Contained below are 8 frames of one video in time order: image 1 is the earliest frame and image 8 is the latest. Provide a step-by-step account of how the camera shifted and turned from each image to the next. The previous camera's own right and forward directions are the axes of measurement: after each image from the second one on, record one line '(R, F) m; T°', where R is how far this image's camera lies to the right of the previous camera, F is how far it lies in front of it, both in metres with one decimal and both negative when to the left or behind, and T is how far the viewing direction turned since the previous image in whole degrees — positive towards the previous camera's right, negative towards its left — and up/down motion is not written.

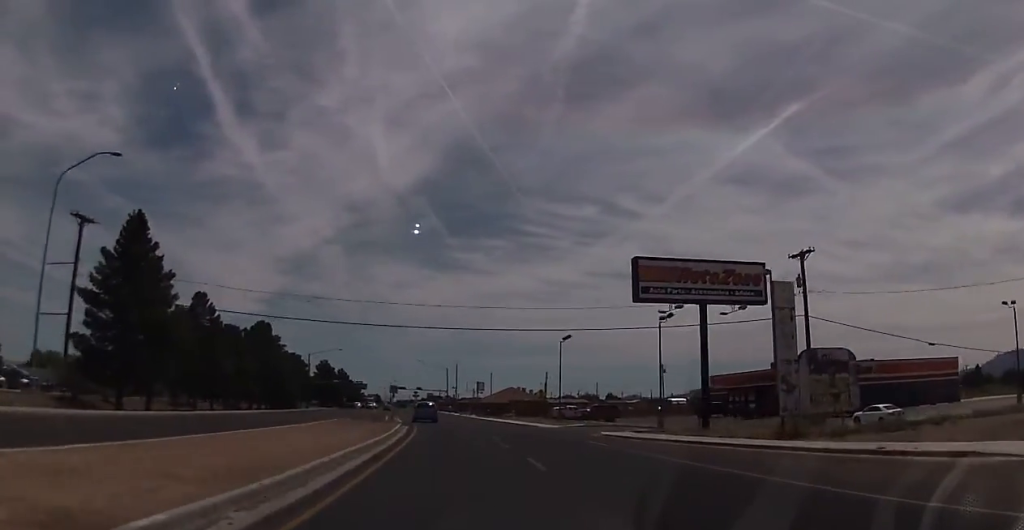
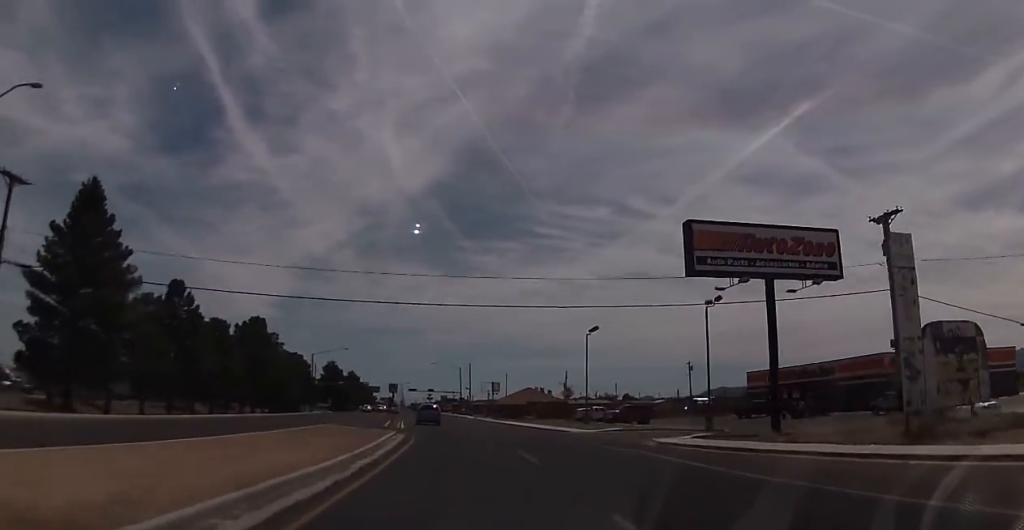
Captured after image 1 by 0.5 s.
(-0.1, +8.7) m; -1°
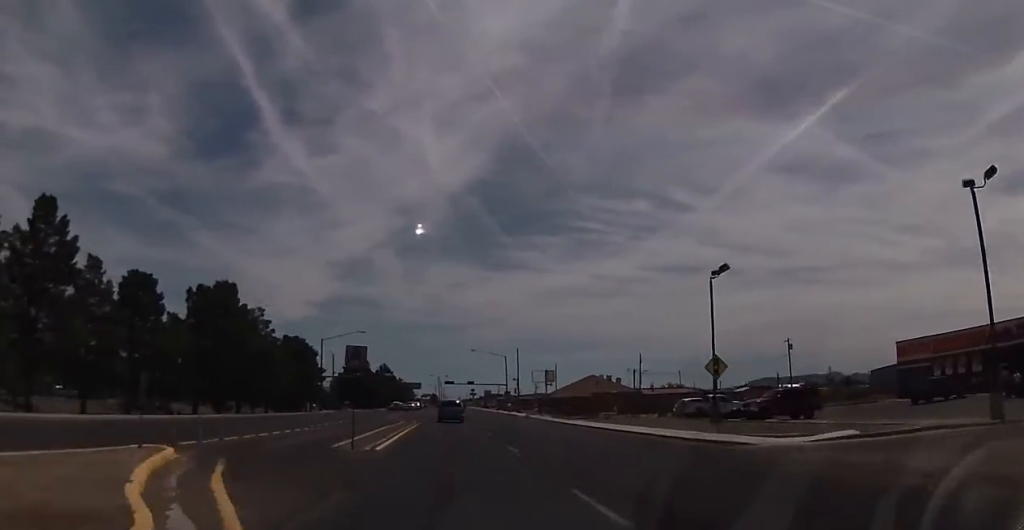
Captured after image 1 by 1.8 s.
(-0.5, +26.1) m; -3°
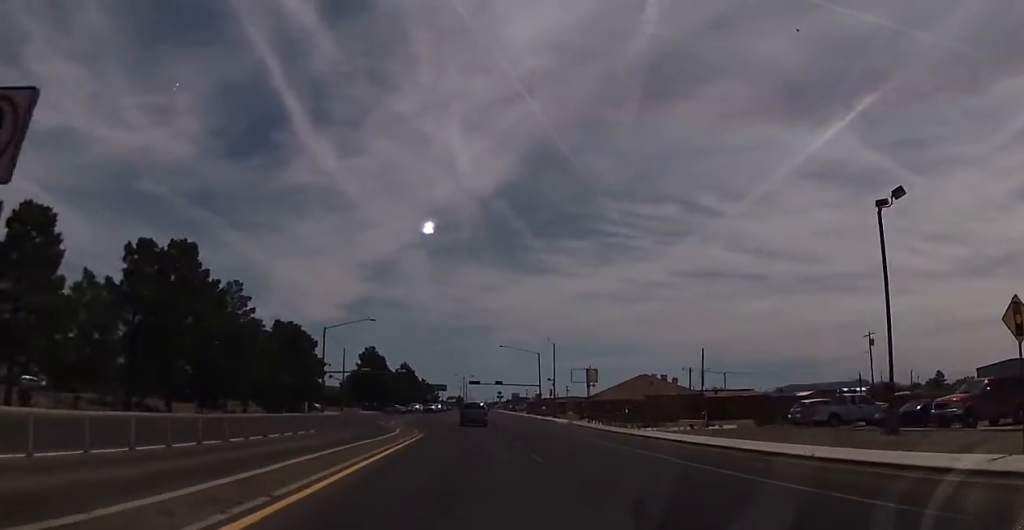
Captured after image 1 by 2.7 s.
(-0.4, +16.5) m; -2°
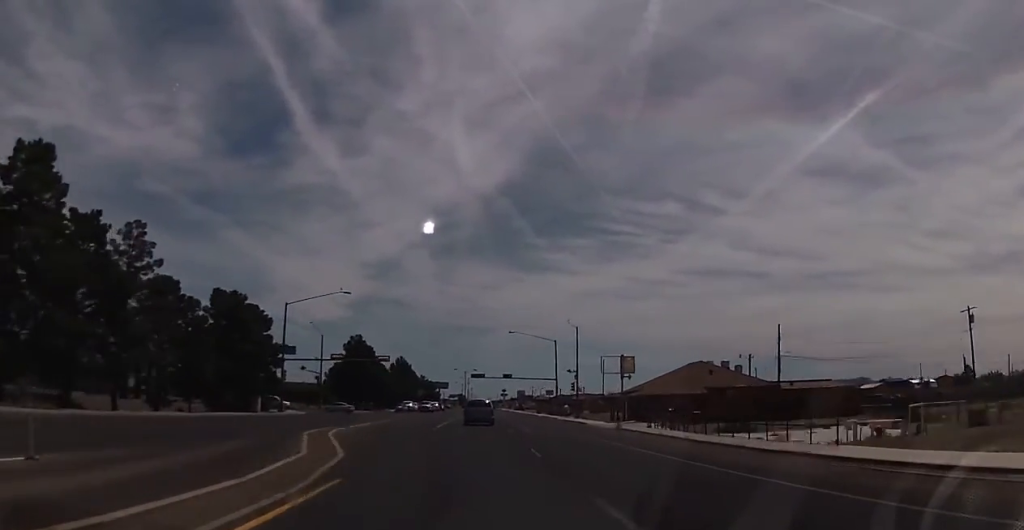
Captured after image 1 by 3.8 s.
(-0.4, +20.7) m; -1°
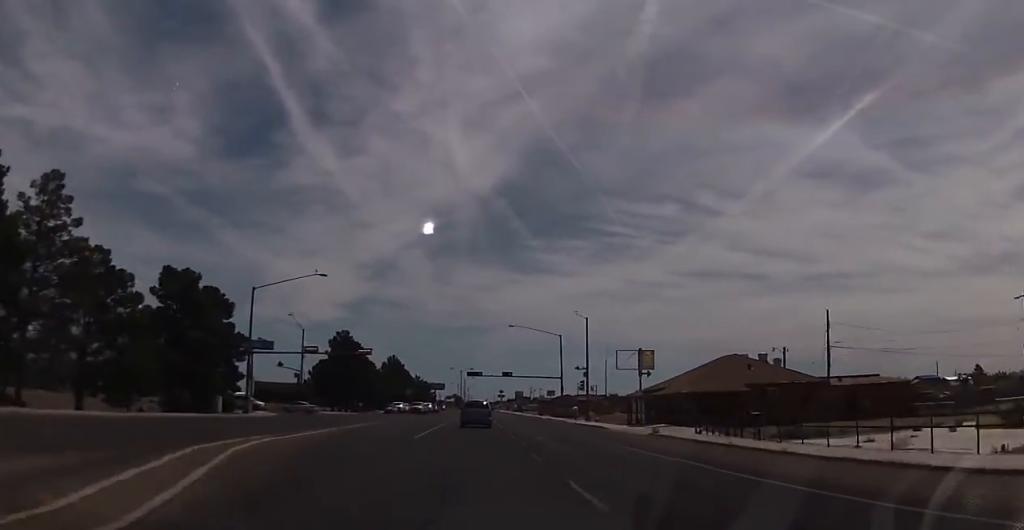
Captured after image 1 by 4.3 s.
(0.0, +9.9) m; 0°
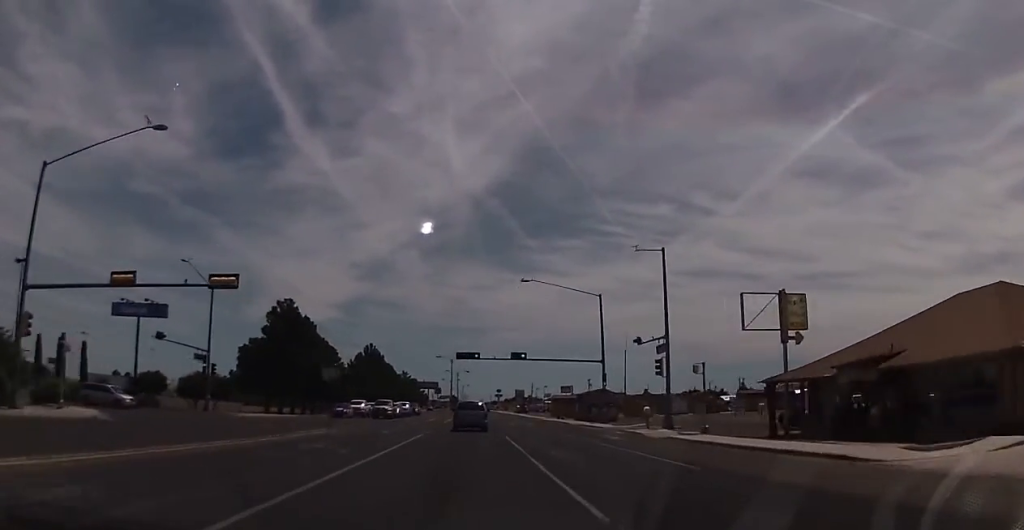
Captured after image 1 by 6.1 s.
(0.0, +32.8) m; 0°
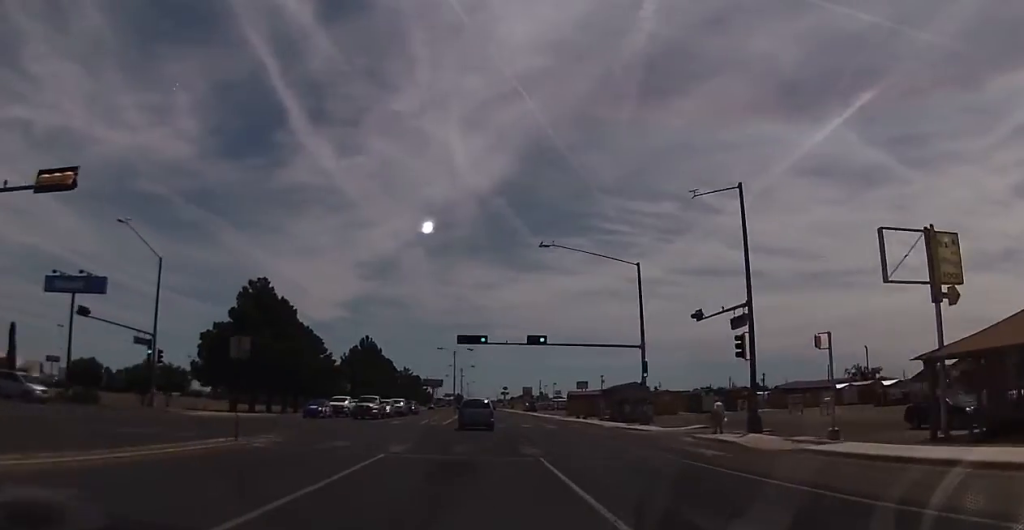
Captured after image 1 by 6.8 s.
(0.0, +12.5) m; 0°
